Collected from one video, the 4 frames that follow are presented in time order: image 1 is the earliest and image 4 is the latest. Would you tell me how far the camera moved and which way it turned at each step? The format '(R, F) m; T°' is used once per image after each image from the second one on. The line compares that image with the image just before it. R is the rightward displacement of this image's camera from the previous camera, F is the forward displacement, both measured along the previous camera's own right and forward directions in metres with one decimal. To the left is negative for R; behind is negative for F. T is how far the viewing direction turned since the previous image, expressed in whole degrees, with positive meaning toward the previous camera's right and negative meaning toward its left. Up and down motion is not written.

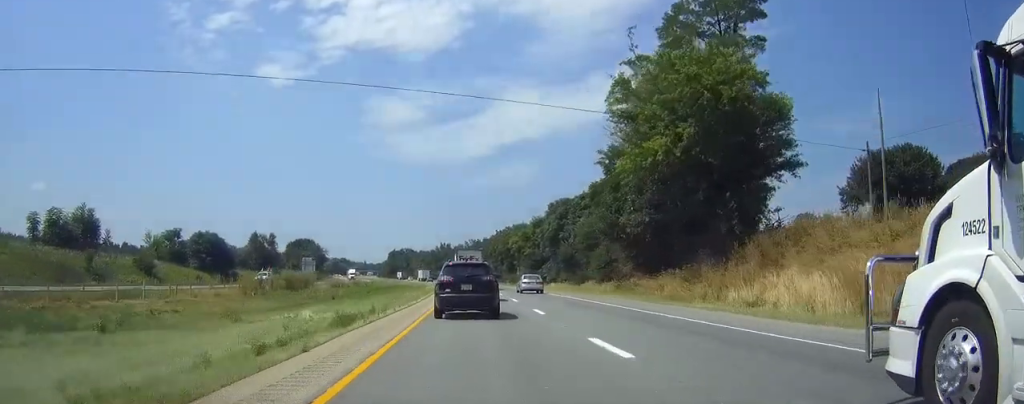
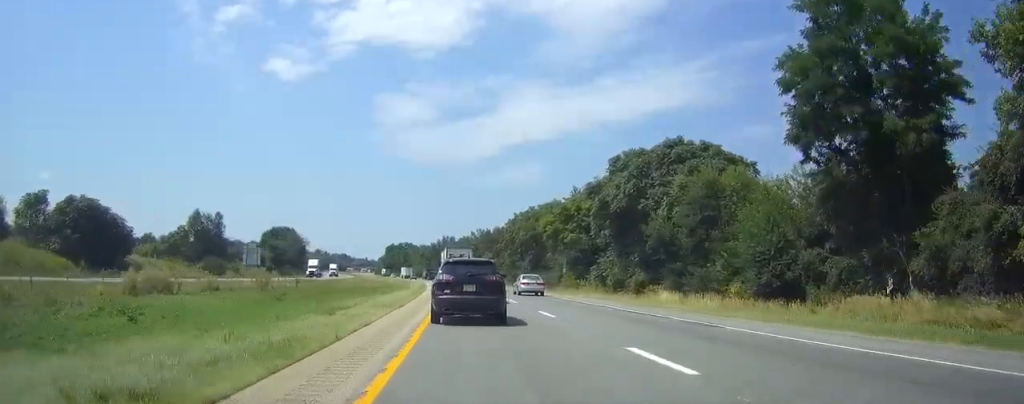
(-0.6, +50.4) m; -1°
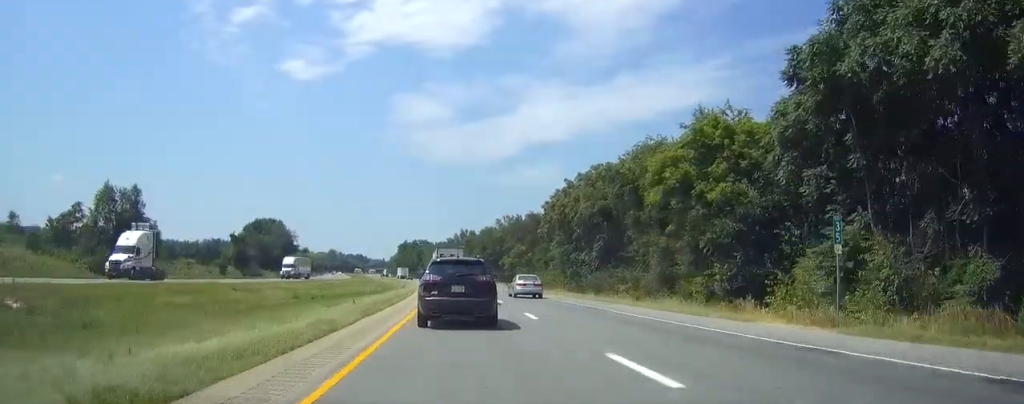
(-0.4, +50.1) m; -1°
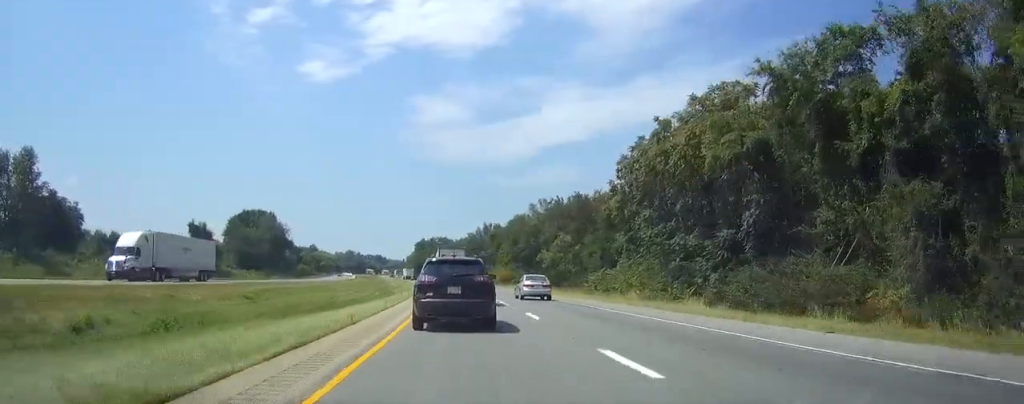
(-0.5, +36.4) m; -2°
